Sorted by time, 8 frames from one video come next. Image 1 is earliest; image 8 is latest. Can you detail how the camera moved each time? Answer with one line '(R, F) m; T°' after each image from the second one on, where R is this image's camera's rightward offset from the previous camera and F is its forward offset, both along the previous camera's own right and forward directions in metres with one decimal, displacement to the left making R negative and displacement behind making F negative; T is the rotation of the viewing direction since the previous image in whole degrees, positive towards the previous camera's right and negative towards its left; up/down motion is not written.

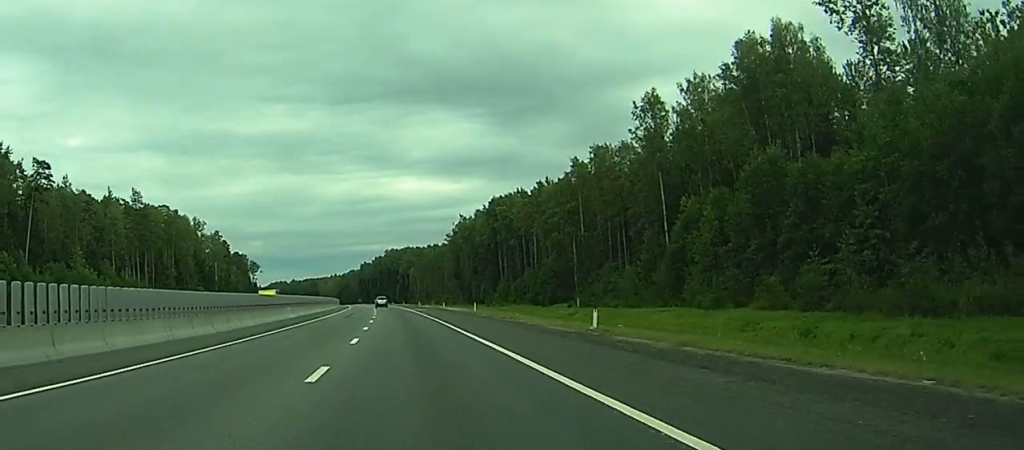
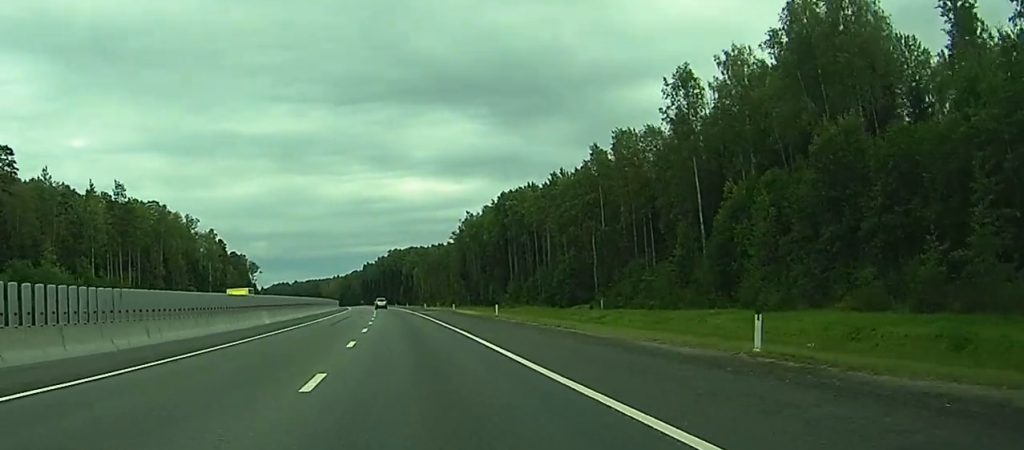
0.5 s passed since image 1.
(-0.5, +13.2) m; -1°
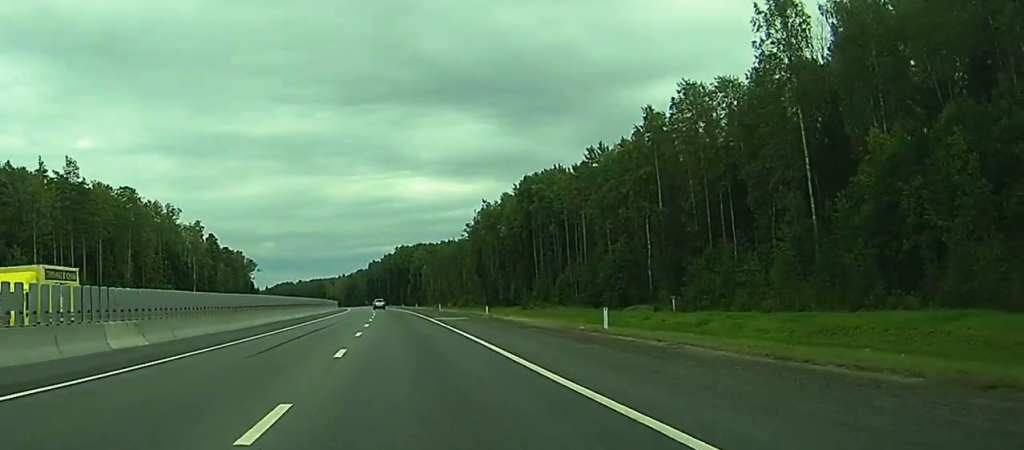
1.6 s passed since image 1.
(-0.3, +28.3) m; 0°
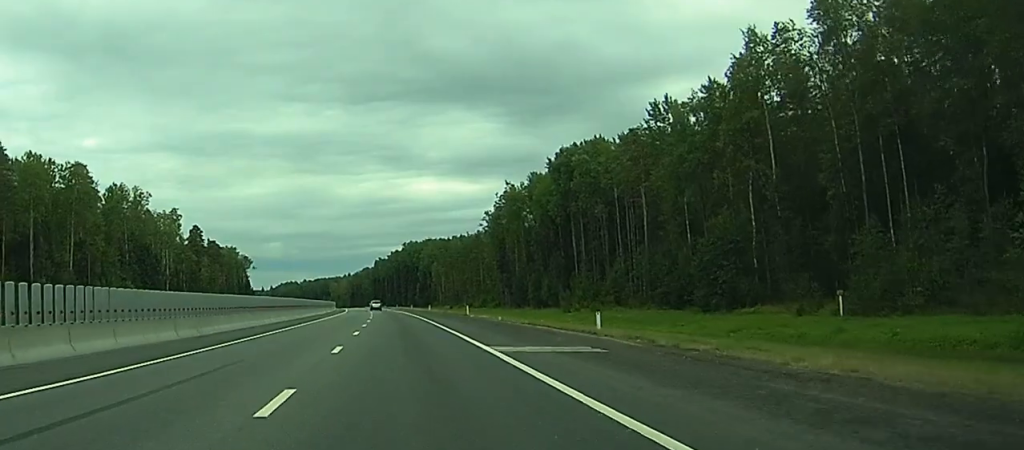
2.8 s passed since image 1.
(+0.1, +33.9) m; 0°
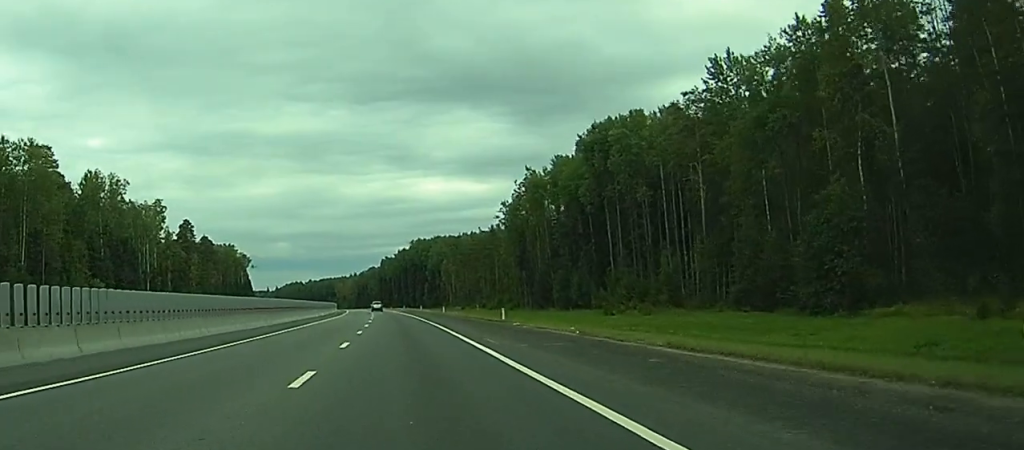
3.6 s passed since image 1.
(-0.1, +21.0) m; 0°
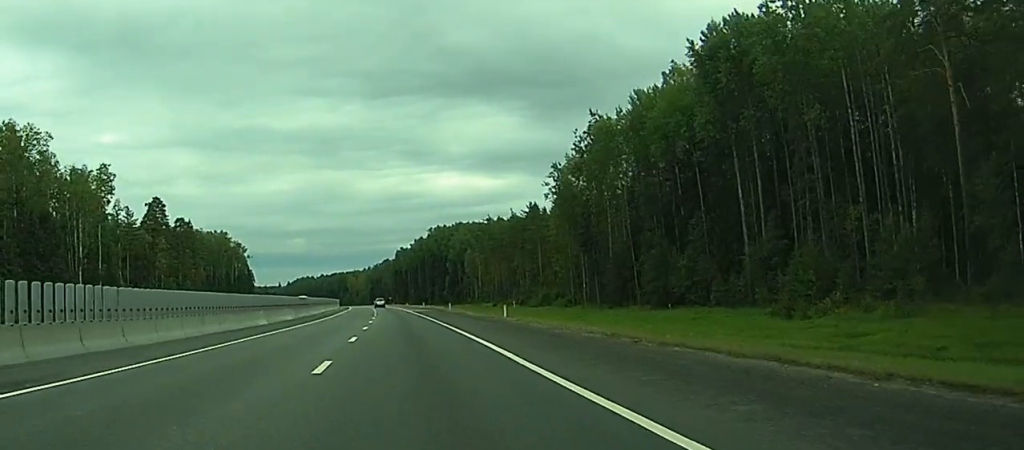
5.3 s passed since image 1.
(+1.0, +47.1) m; +1°
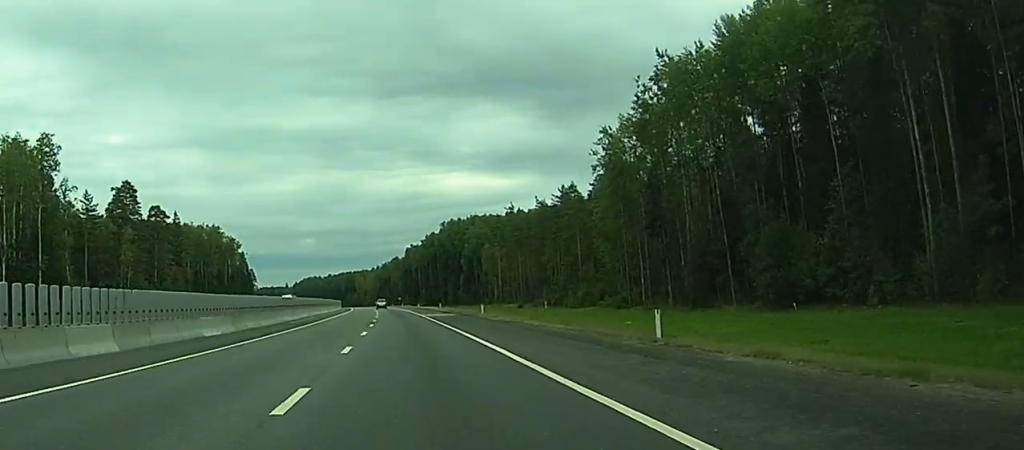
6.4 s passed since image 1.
(-0.9, +29.4) m; -5°
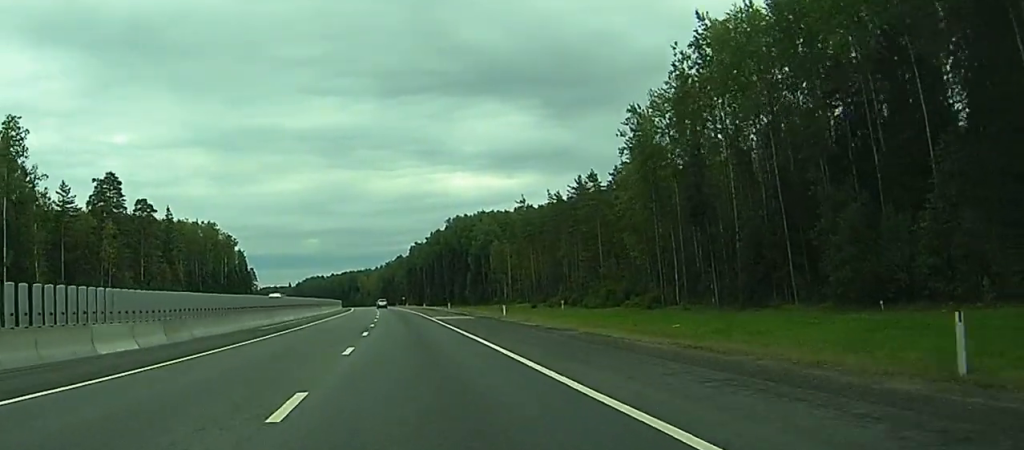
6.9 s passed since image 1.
(-1.2, +12.0) m; -2°
